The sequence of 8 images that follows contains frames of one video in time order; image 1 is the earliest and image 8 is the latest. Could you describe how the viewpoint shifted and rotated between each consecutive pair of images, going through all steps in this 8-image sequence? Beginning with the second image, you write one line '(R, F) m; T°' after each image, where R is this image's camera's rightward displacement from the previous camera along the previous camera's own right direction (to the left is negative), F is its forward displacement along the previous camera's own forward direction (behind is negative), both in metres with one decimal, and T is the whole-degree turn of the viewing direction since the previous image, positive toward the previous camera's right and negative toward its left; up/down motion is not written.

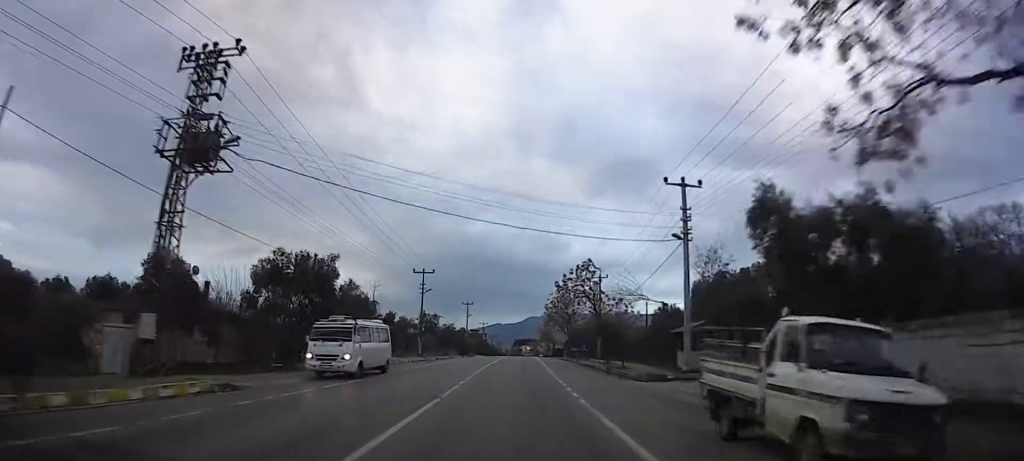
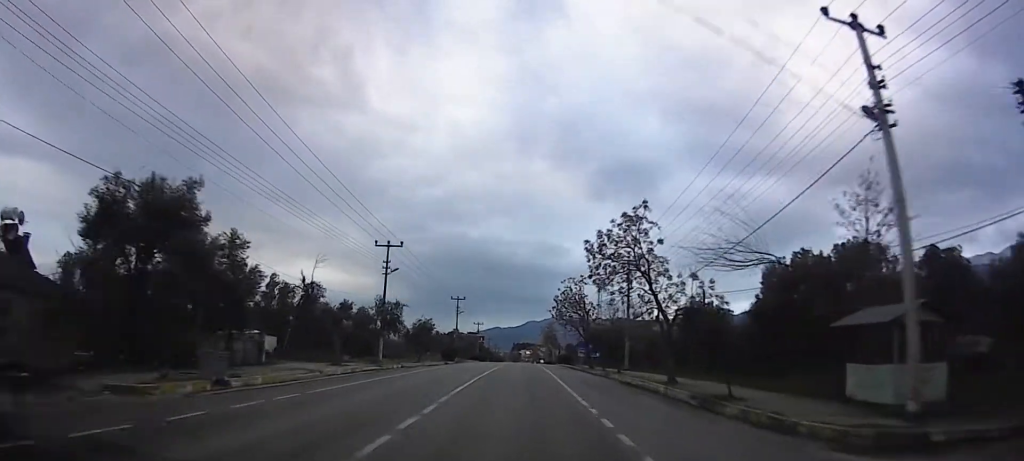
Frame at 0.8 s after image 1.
(0.0, +17.1) m; 0°
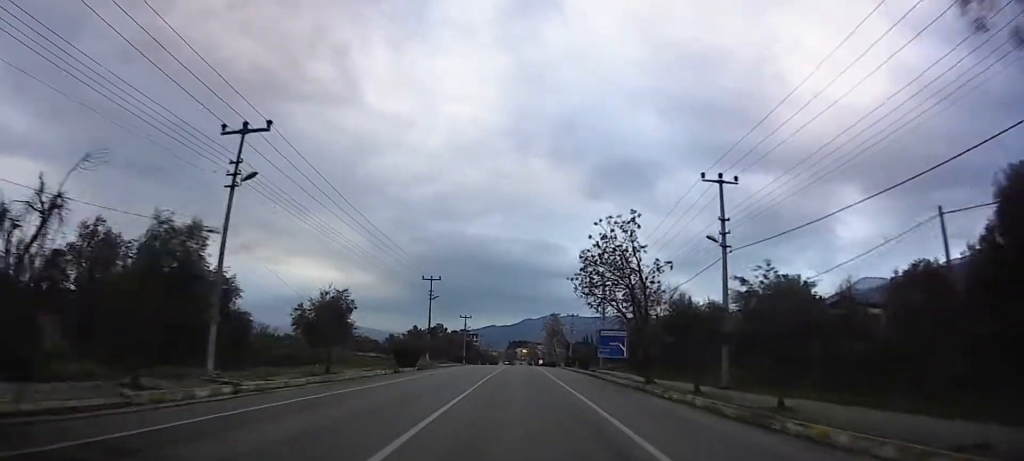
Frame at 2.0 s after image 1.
(+0.1, +24.4) m; +1°
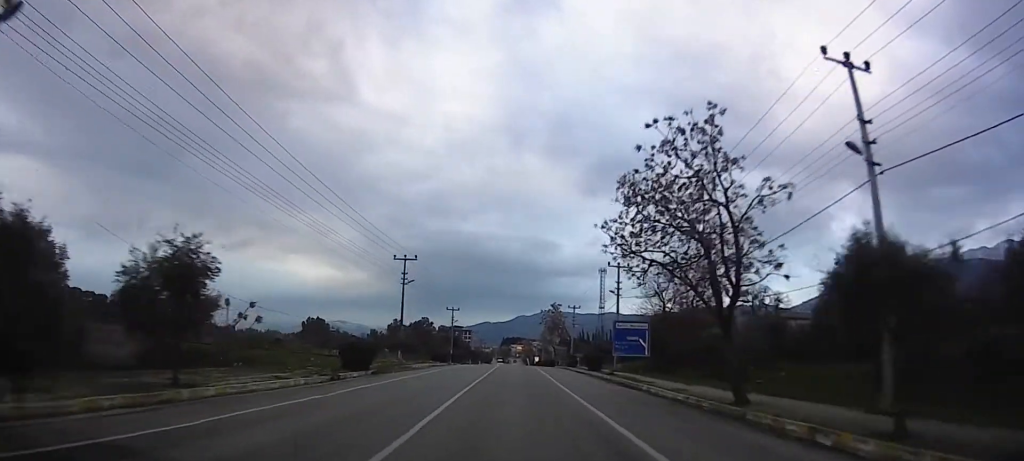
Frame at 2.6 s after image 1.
(+0.1, +12.9) m; 0°
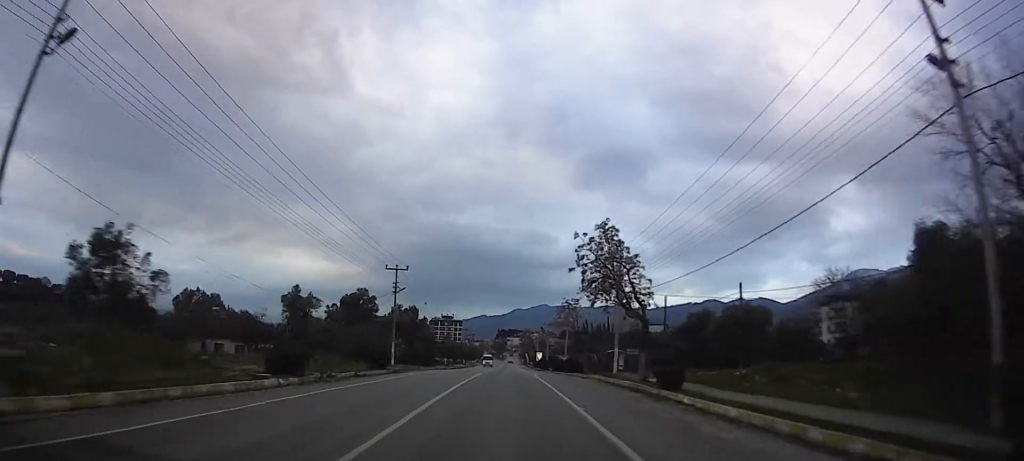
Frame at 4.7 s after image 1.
(-0.1, +45.4) m; 0°
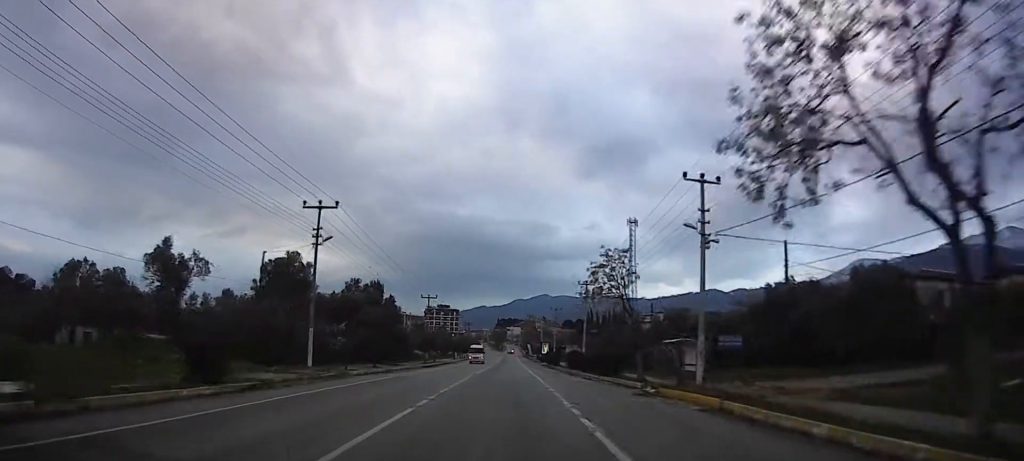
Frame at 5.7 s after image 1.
(0.0, +23.8) m; 0°
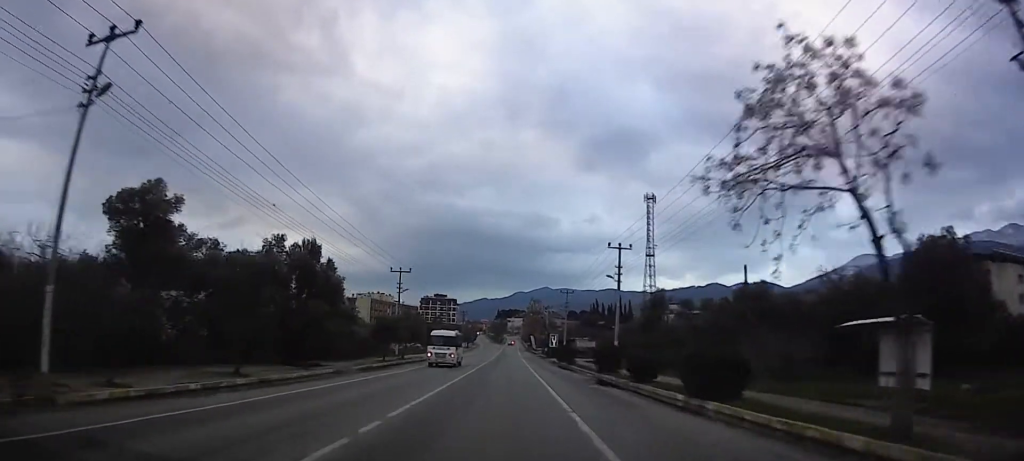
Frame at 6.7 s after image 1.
(0.0, +22.5) m; 0°
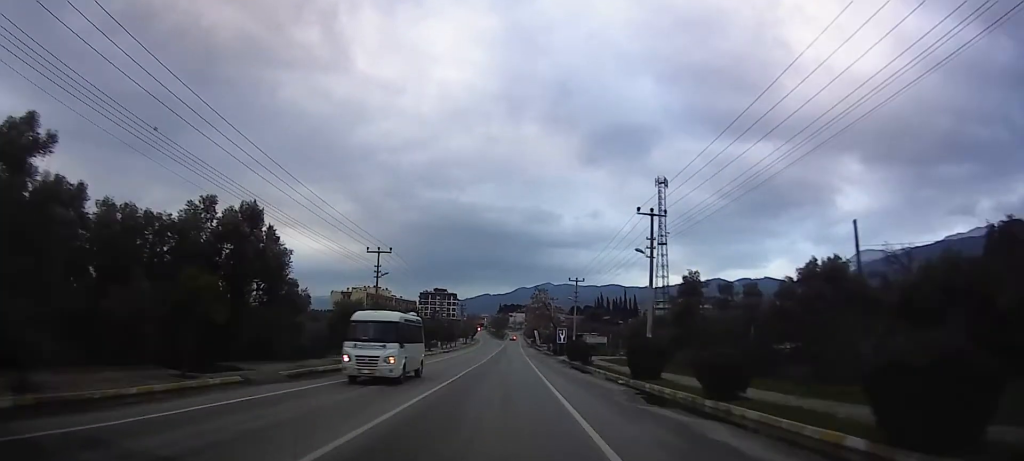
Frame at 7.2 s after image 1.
(0.0, +11.6) m; 0°
